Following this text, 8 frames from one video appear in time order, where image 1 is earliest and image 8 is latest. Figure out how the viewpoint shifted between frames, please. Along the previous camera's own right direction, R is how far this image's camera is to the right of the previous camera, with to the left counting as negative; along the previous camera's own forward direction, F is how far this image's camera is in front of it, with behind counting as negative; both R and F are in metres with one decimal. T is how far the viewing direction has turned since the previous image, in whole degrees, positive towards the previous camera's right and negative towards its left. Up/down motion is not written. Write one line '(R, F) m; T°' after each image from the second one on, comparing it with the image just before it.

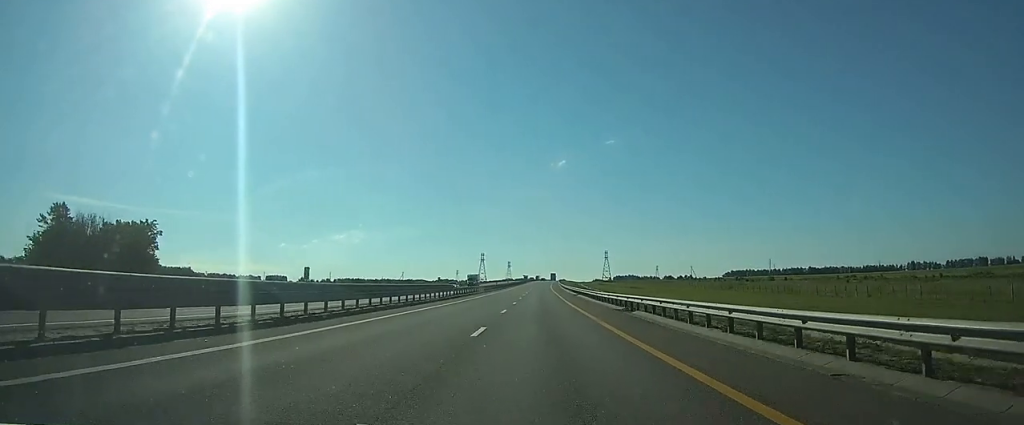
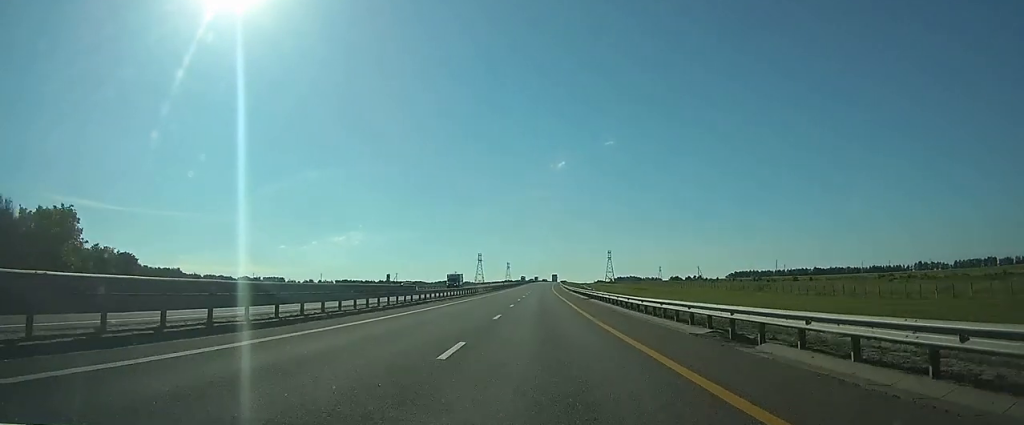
(0.0, +16.2) m; 0°
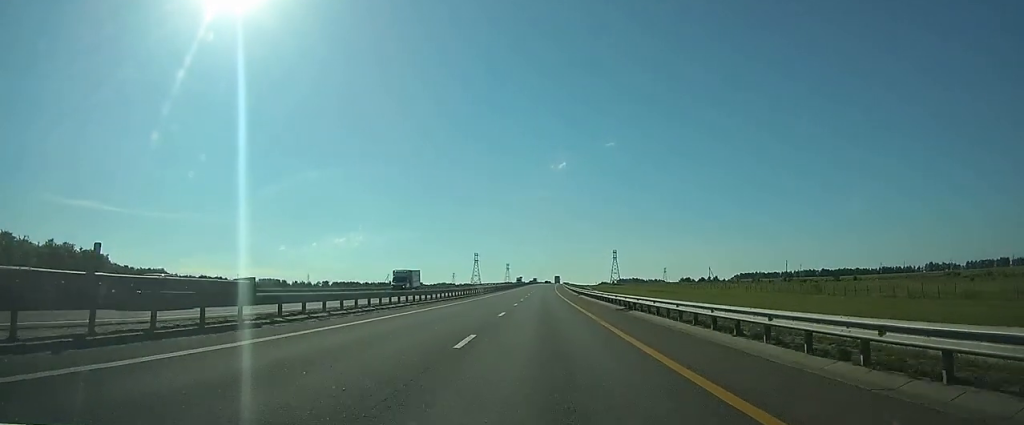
(+0.1, +22.2) m; 0°
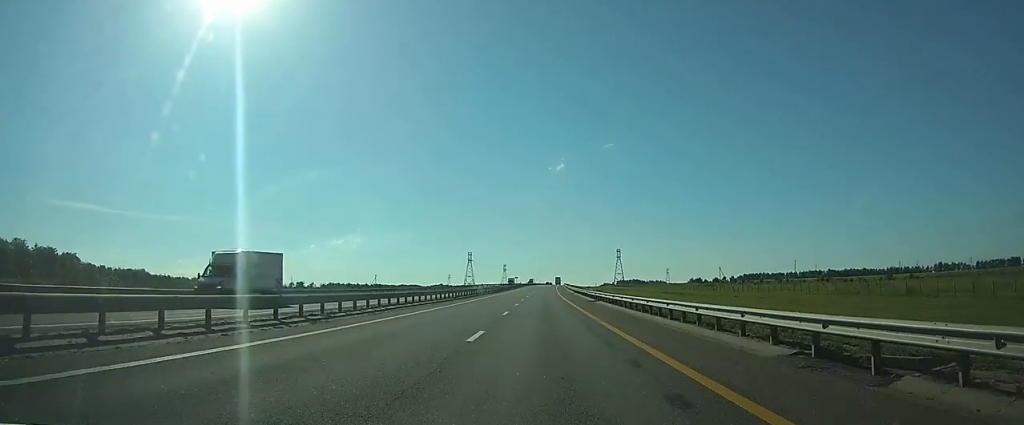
(0.0, +22.0) m; 0°
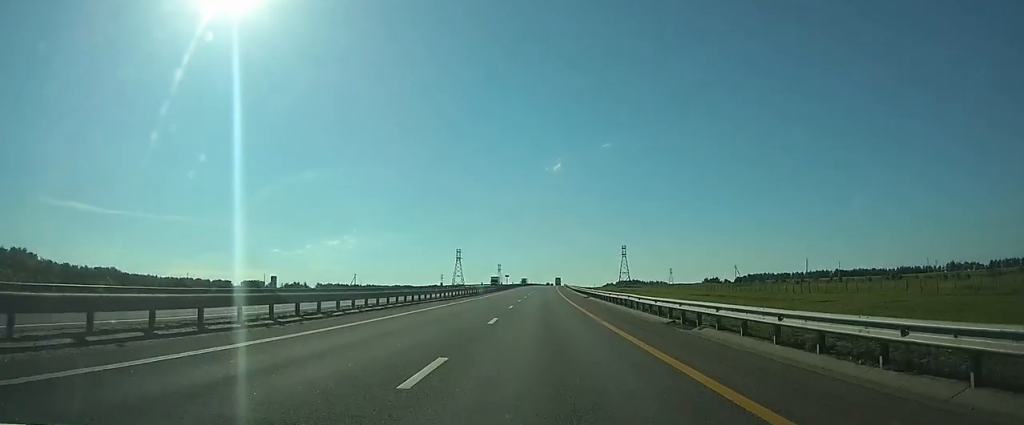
(+0.1, +30.0) m; 0°
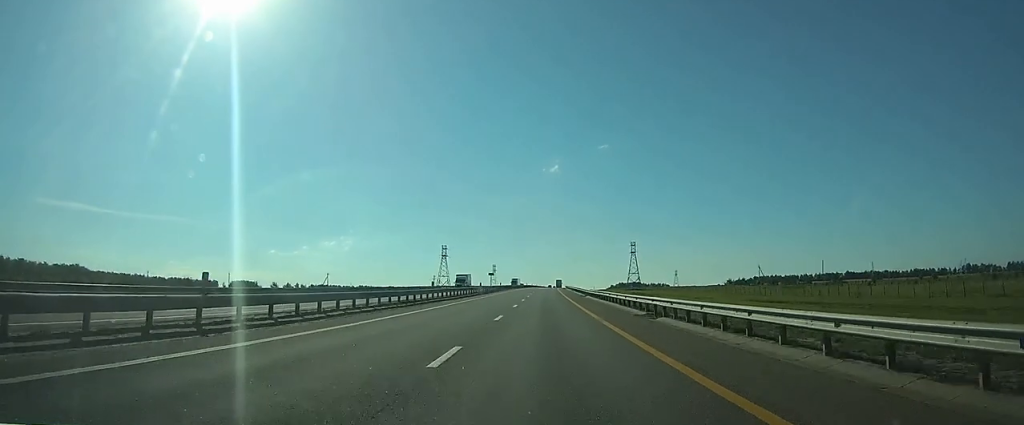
(0.0, +33.8) m; 0°
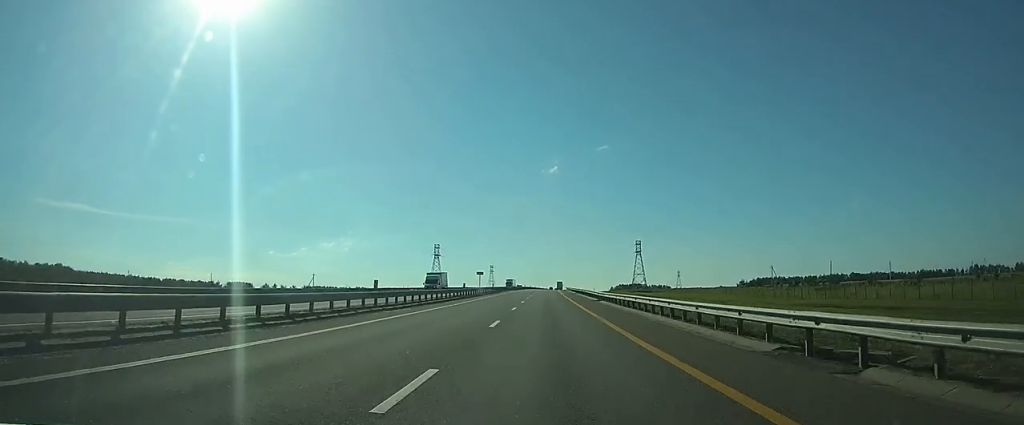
(+0.1, +14.9) m; 0°
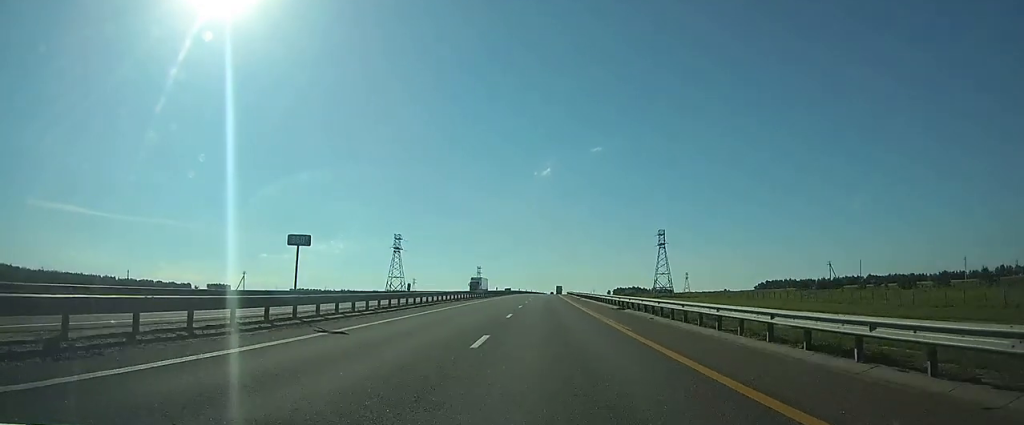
(+0.5, +53.4) m; +1°
